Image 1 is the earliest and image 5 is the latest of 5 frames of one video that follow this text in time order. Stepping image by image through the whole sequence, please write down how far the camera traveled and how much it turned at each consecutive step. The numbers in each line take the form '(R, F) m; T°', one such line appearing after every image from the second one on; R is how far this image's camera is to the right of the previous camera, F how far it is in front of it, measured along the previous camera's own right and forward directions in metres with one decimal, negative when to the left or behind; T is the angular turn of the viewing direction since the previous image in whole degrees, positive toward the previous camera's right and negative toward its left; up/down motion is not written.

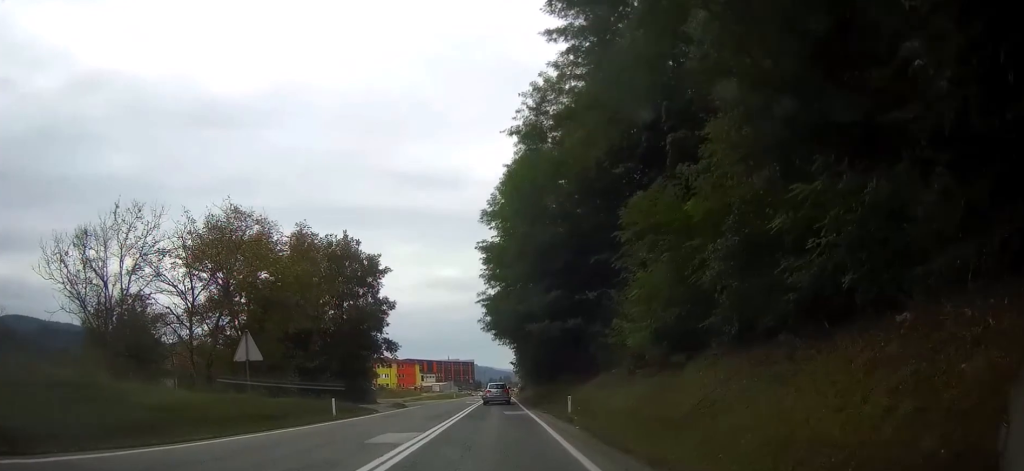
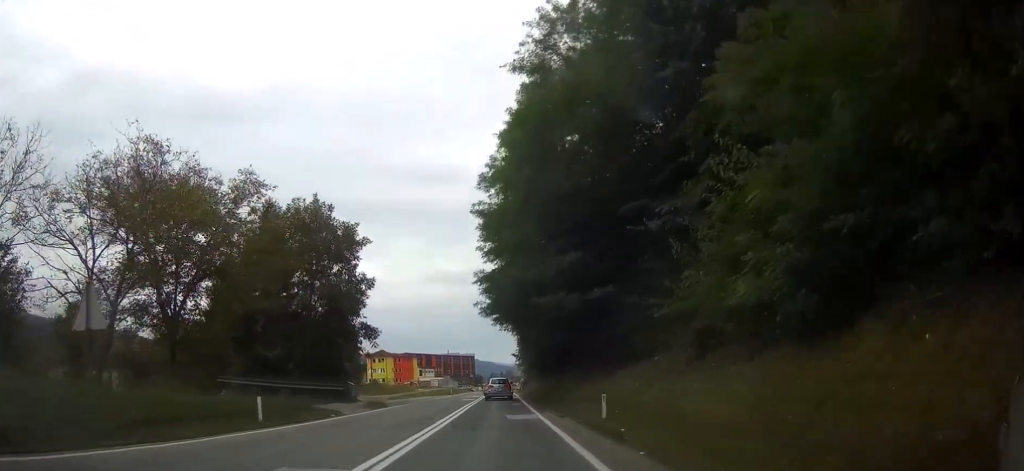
(0.0, +9.7) m; 0°
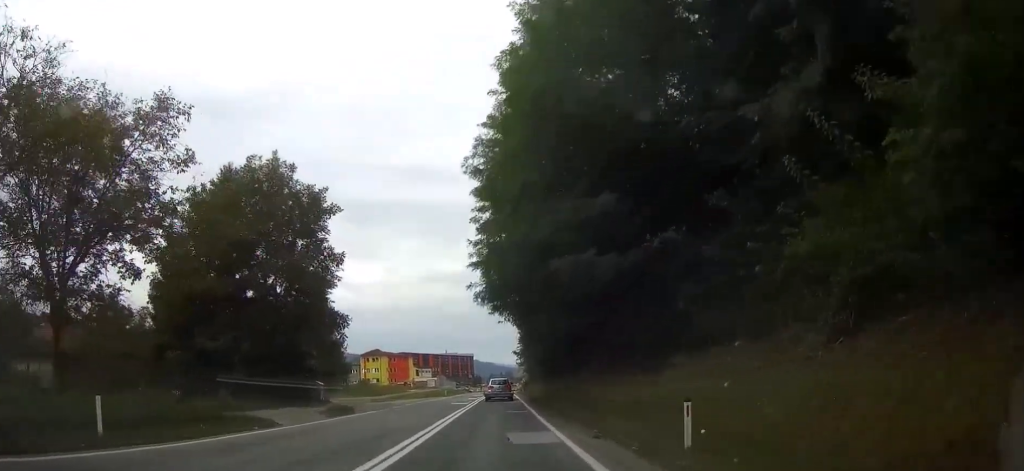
(0.0, +9.1) m; 0°
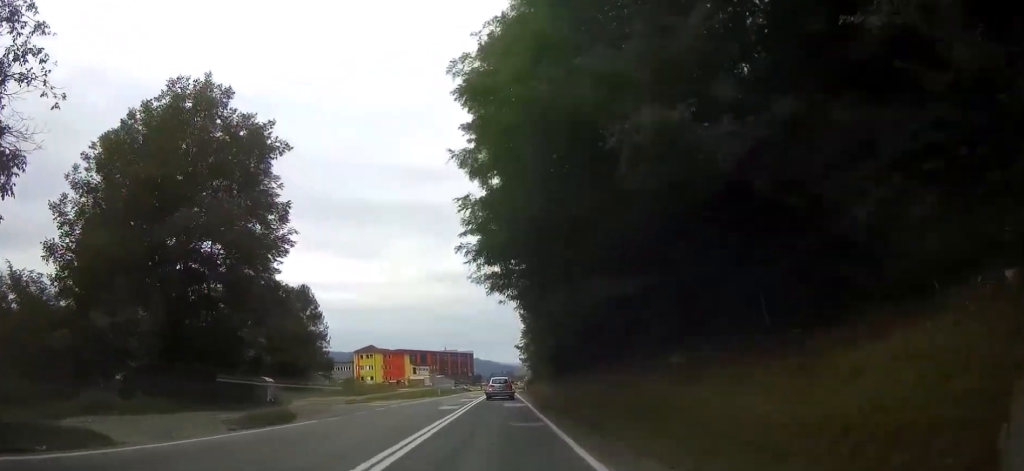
(0.0, +10.2) m; 0°
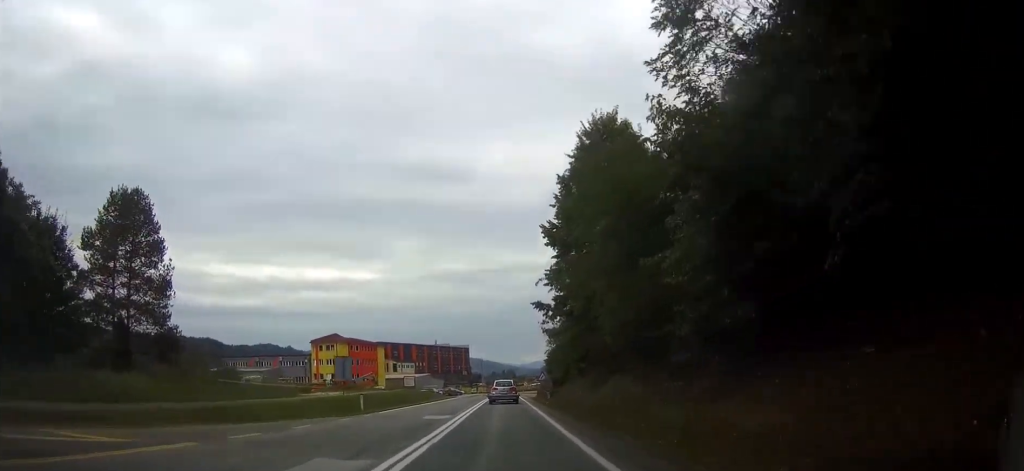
(0.0, +43.5) m; 0°
